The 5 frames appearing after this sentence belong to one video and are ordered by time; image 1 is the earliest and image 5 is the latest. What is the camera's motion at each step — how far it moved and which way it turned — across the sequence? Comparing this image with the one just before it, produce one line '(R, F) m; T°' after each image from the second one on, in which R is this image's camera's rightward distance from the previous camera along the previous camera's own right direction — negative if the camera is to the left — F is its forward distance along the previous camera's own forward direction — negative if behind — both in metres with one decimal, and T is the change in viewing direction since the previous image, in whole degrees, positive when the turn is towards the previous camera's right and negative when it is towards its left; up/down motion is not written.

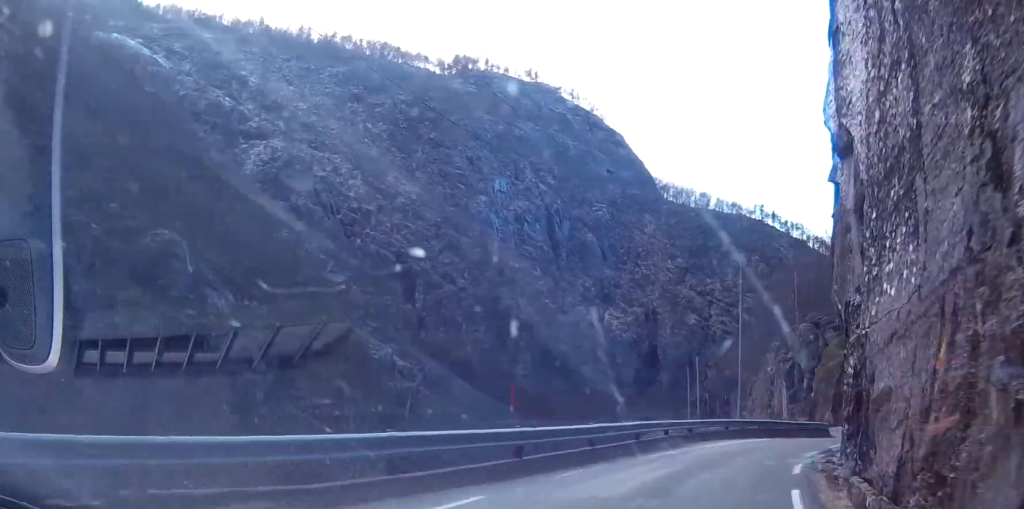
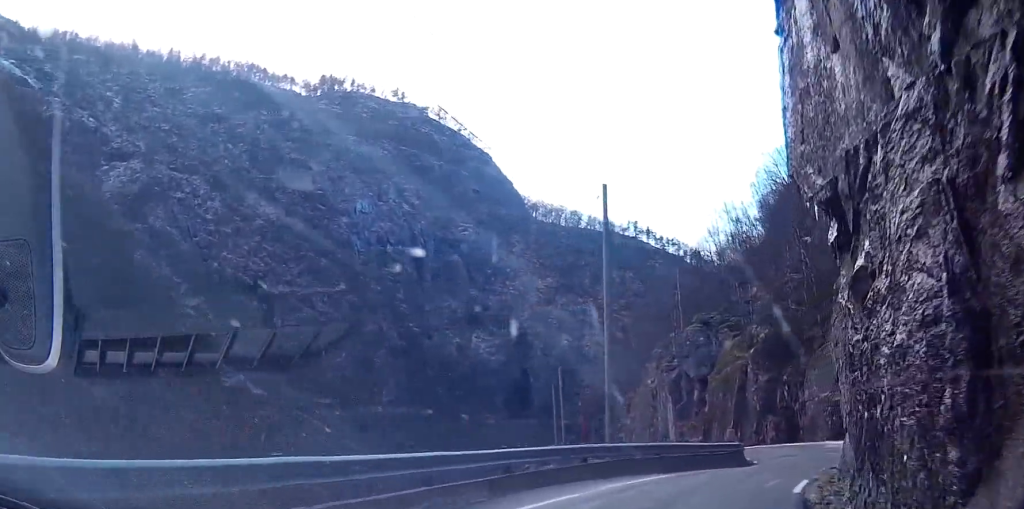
(+1.5, +14.5) m; +11°
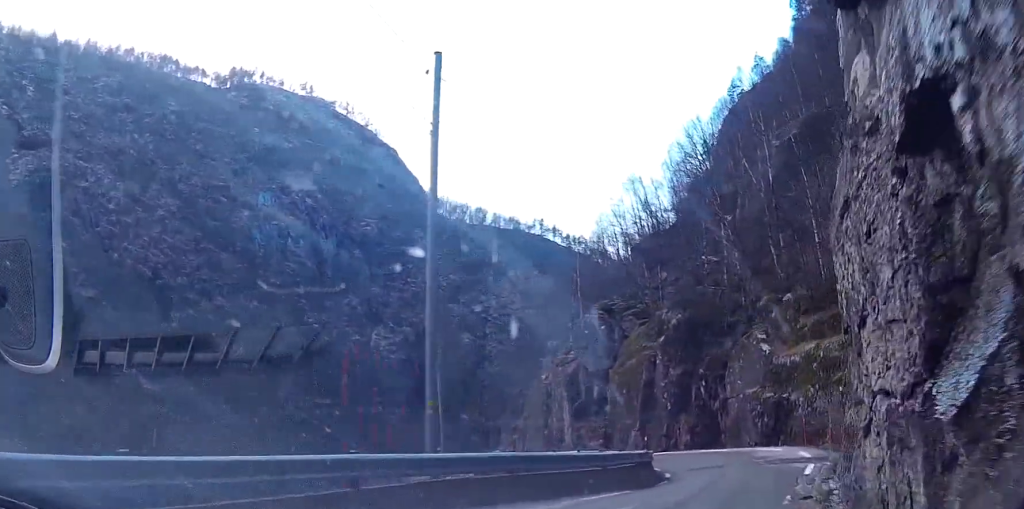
(+0.5, +8.7) m; +3°
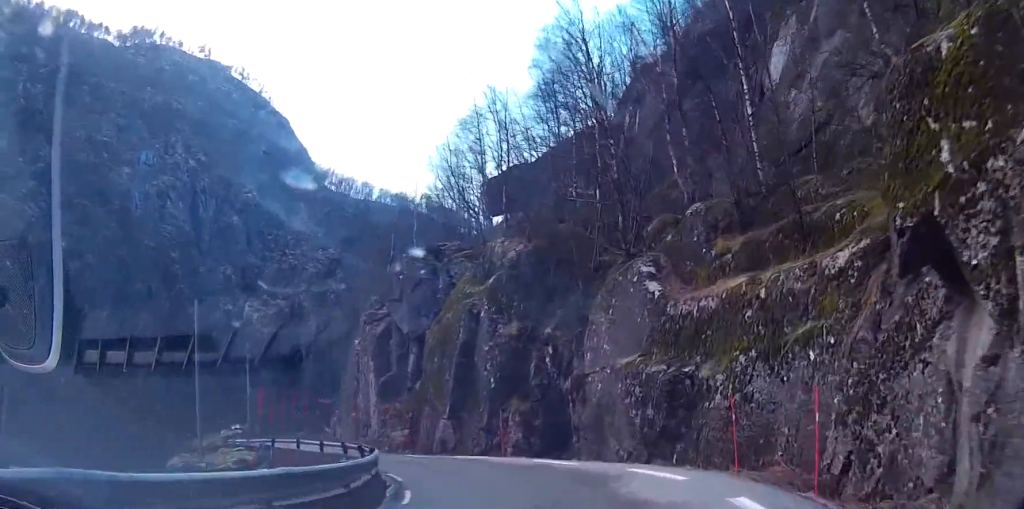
(+0.6, +17.6) m; +6°
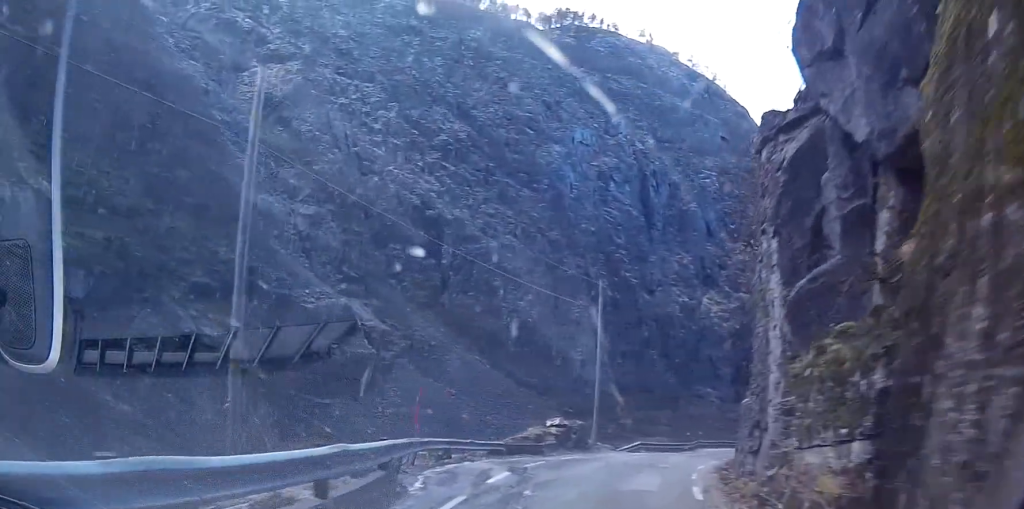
(-4.5, +25.7) m; -29°
